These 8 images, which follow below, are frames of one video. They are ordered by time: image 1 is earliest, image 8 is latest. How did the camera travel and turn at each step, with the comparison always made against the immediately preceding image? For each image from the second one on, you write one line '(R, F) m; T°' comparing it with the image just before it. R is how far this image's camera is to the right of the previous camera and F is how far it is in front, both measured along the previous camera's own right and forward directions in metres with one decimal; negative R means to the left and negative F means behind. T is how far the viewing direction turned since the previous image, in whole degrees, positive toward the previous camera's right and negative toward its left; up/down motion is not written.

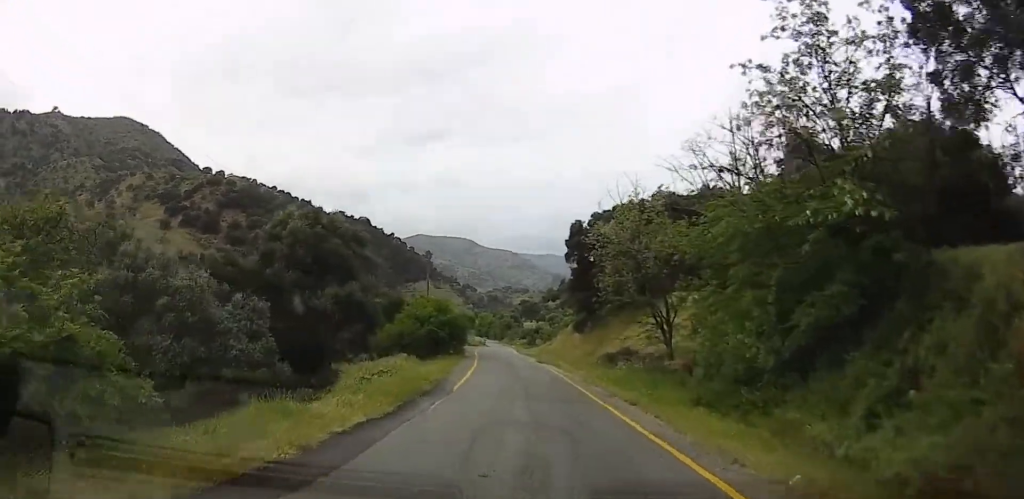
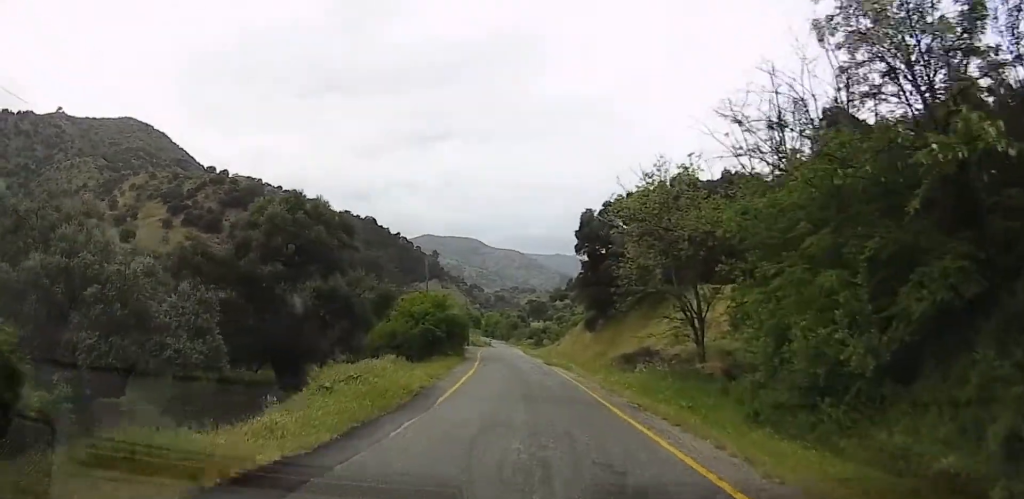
(0.0, +3.5) m; 0°
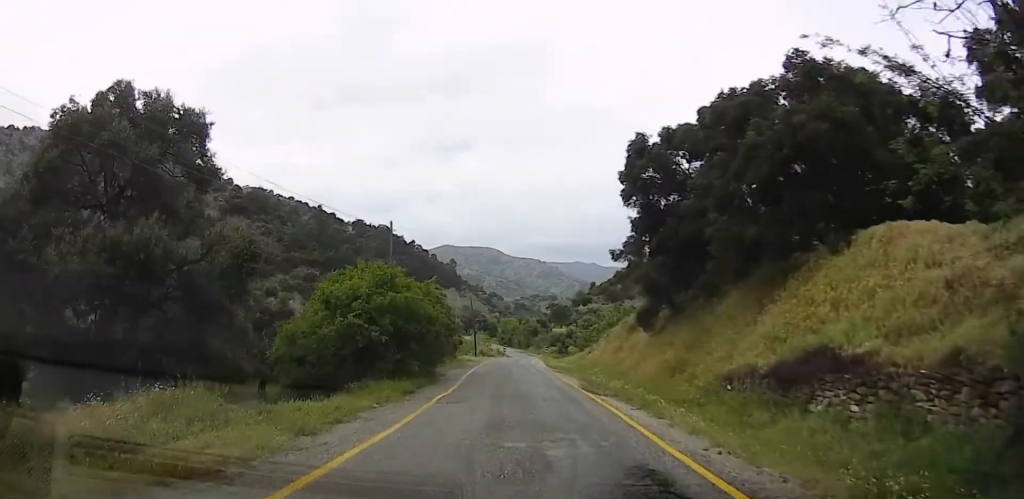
(-0.3, +15.8) m; -3°
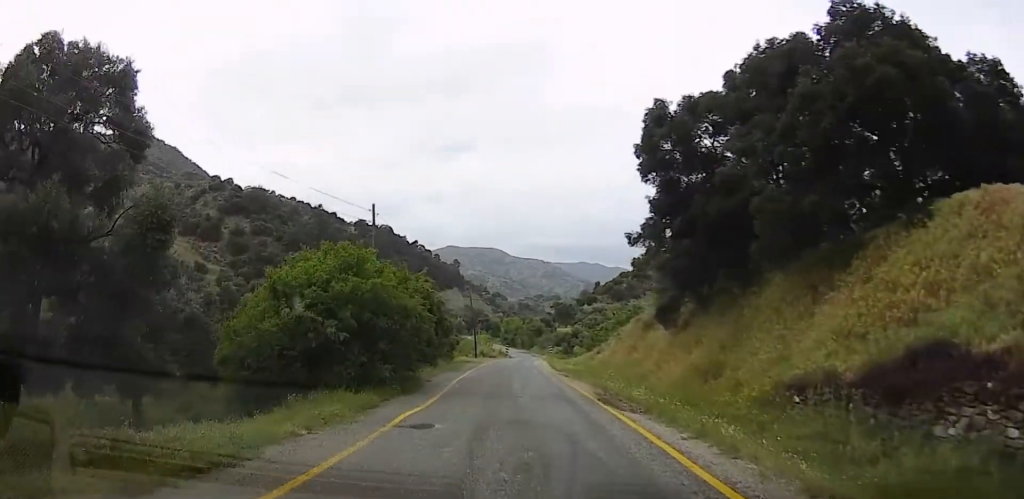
(-0.1, +4.0) m; -1°
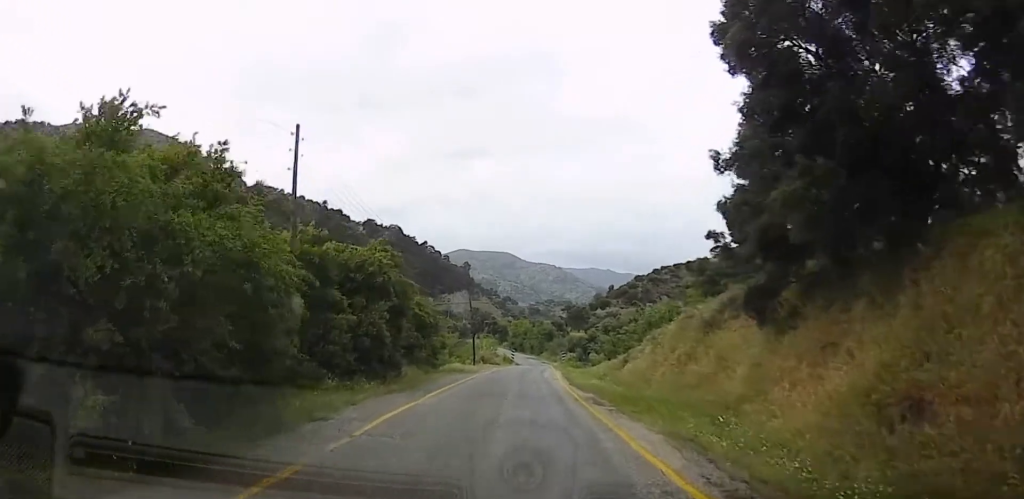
(-0.1, +10.3) m; -1°
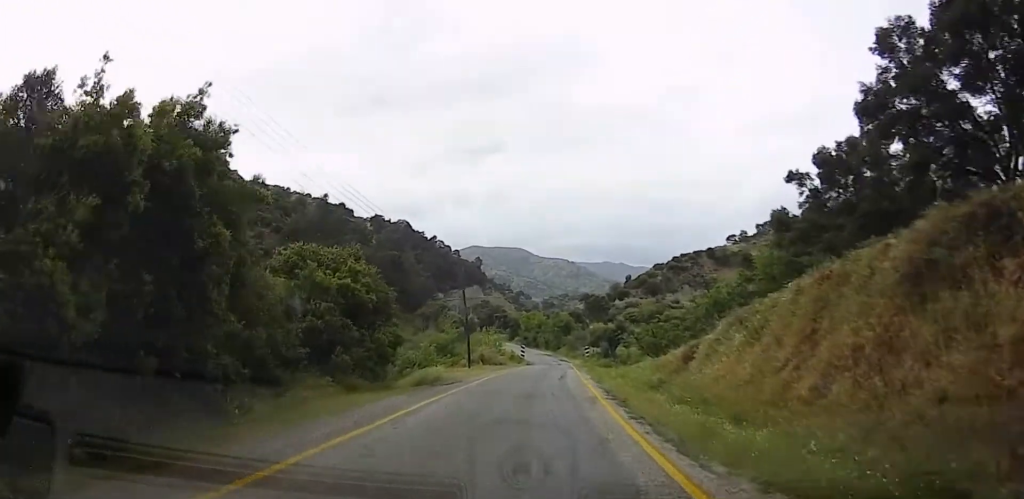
(0.0, +12.9) m; 0°
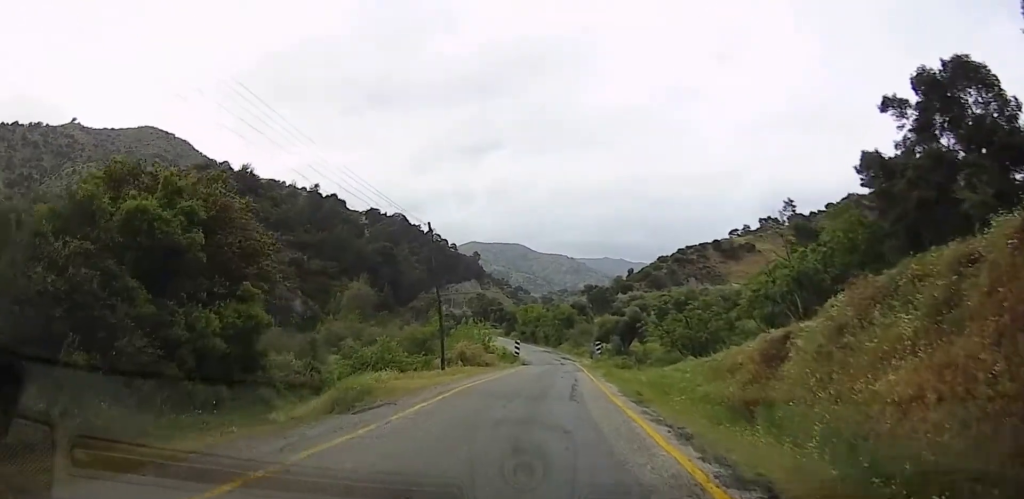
(0.0, +9.5) m; 0°
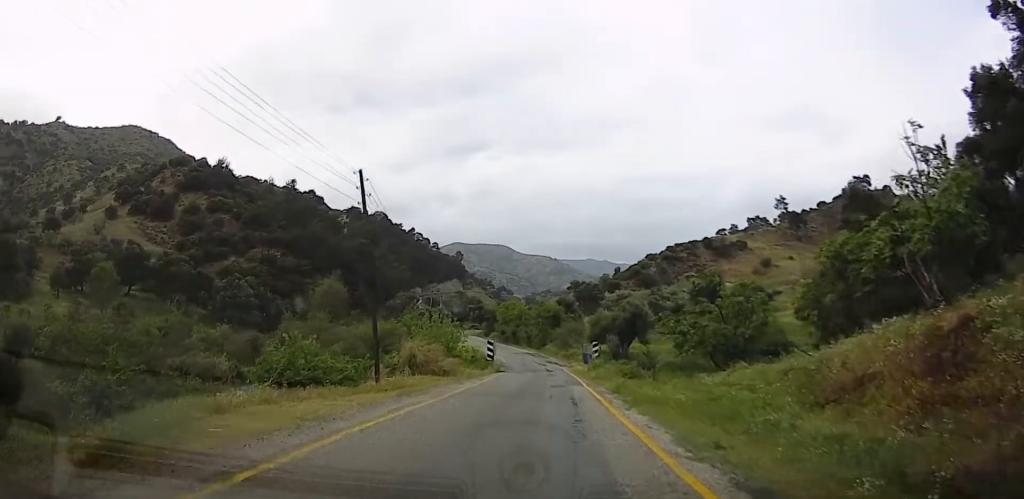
(0.0, +8.1) m; 0°
